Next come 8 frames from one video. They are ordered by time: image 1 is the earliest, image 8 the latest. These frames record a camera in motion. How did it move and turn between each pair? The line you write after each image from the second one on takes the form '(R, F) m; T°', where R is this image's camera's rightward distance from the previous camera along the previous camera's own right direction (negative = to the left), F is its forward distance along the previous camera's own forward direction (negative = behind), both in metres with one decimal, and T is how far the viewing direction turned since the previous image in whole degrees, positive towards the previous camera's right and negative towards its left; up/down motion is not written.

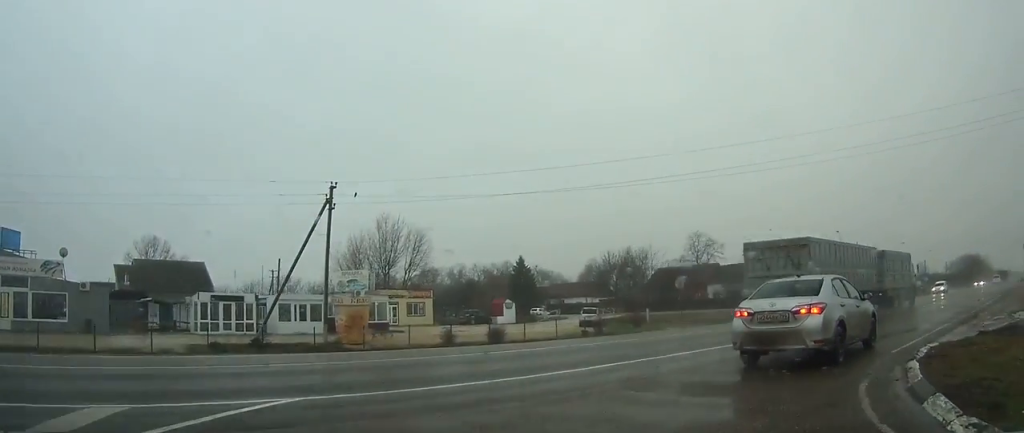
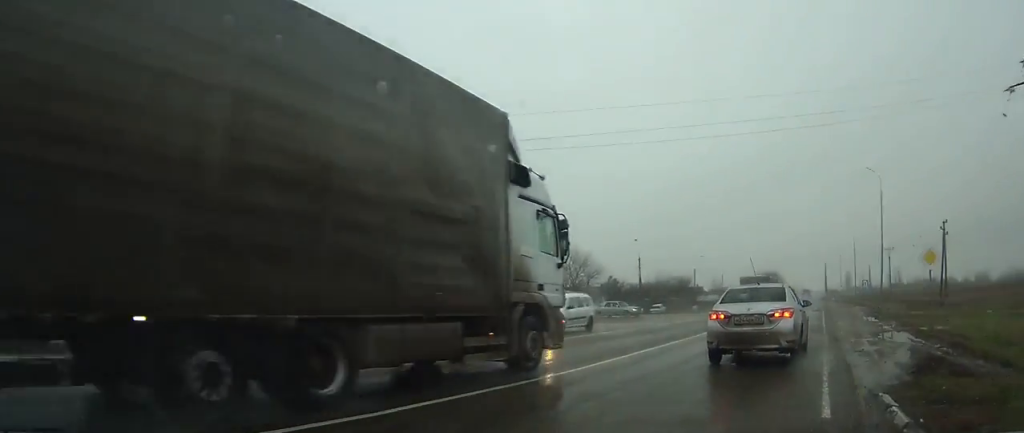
(+0.5, +6.6) m; +12°
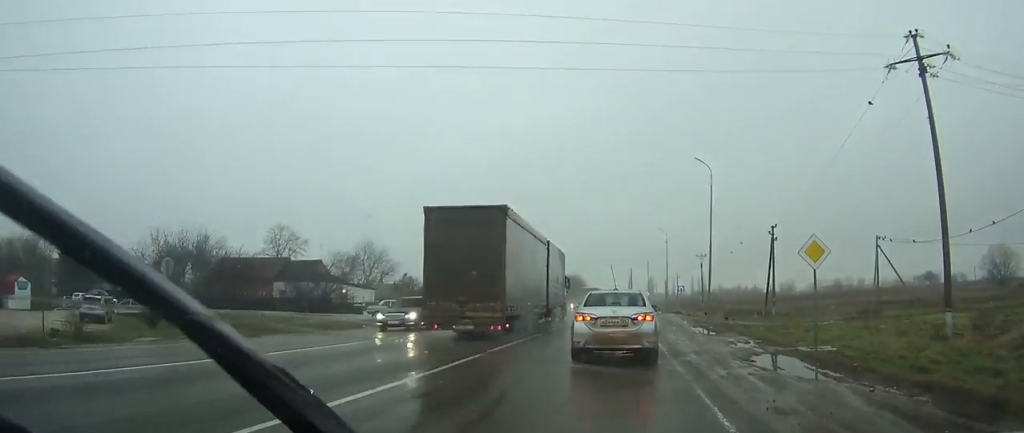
(+0.8, +8.4) m; +9°
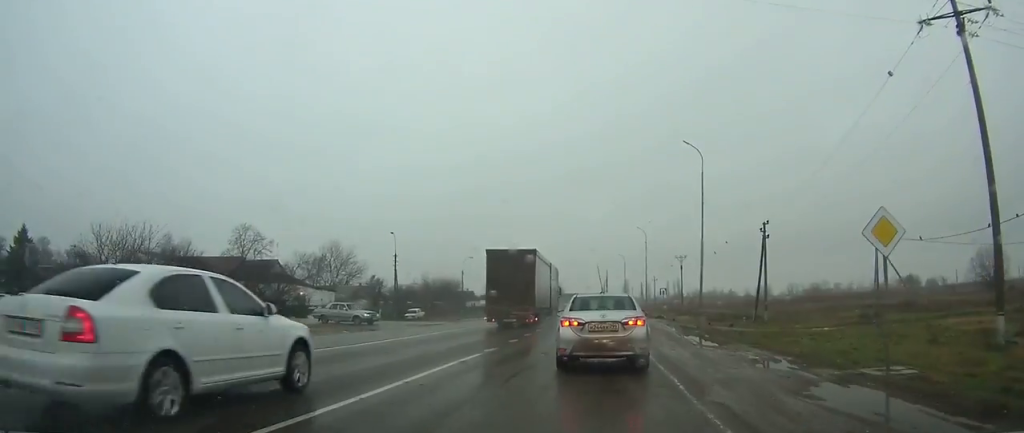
(+0.2, +5.2) m; +2°
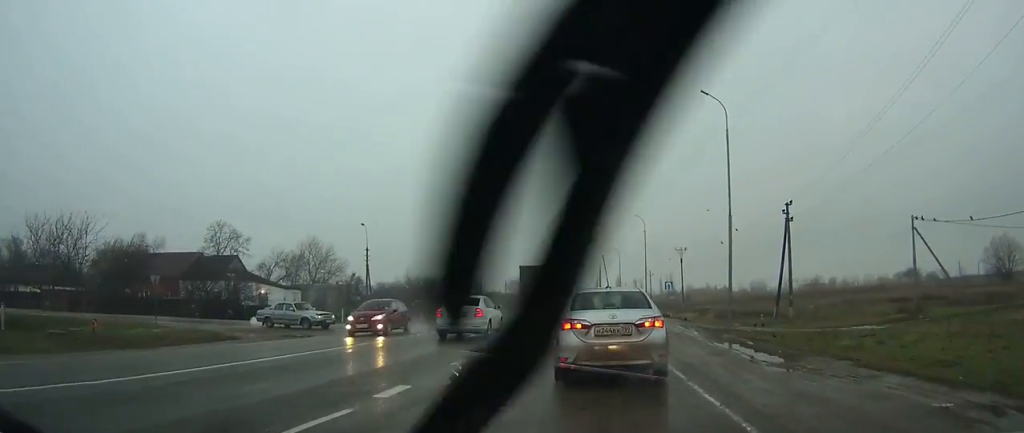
(+0.1, +7.0) m; +1°
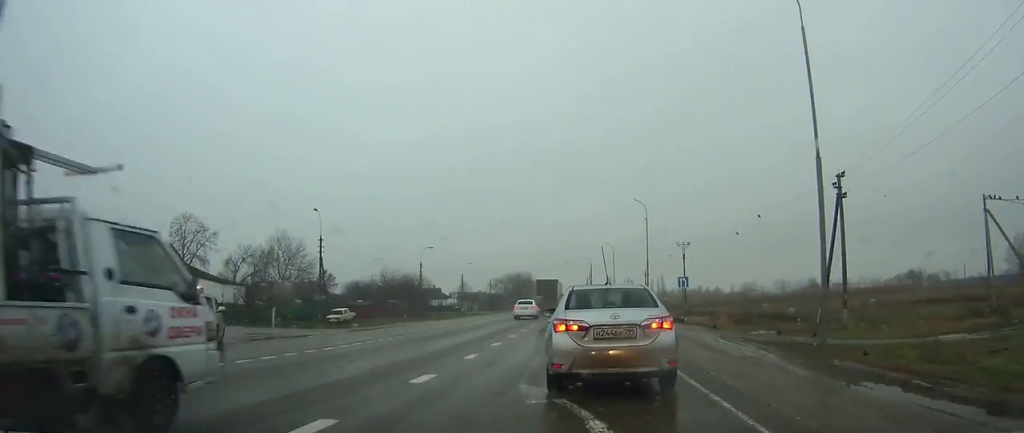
(+0.1, +11.6) m; 0°
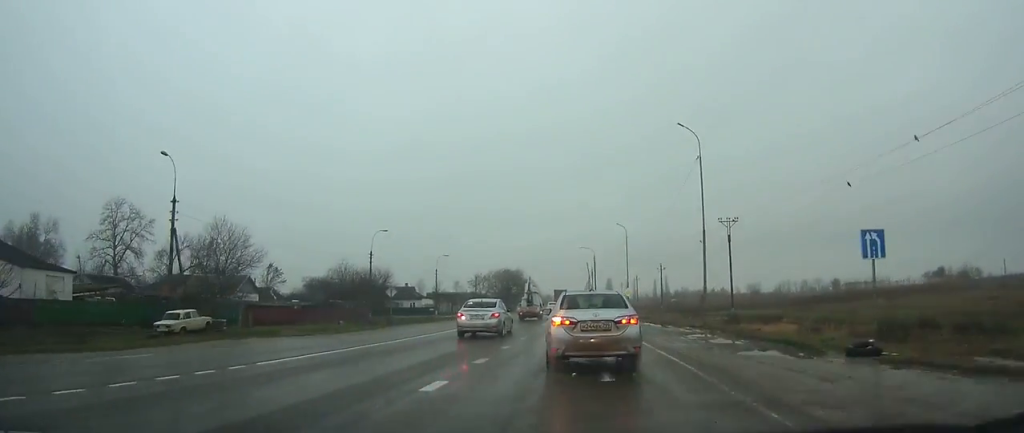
(+0.1, +28.9) m; +1°
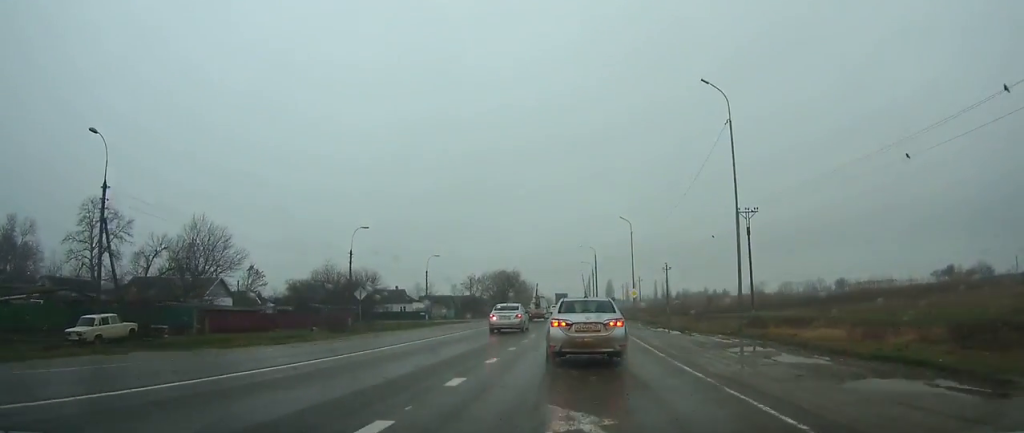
(+0.1, +7.8) m; 0°
